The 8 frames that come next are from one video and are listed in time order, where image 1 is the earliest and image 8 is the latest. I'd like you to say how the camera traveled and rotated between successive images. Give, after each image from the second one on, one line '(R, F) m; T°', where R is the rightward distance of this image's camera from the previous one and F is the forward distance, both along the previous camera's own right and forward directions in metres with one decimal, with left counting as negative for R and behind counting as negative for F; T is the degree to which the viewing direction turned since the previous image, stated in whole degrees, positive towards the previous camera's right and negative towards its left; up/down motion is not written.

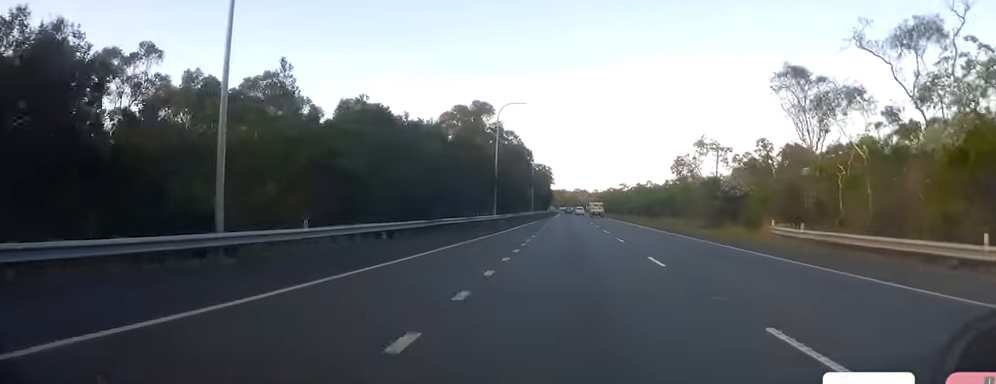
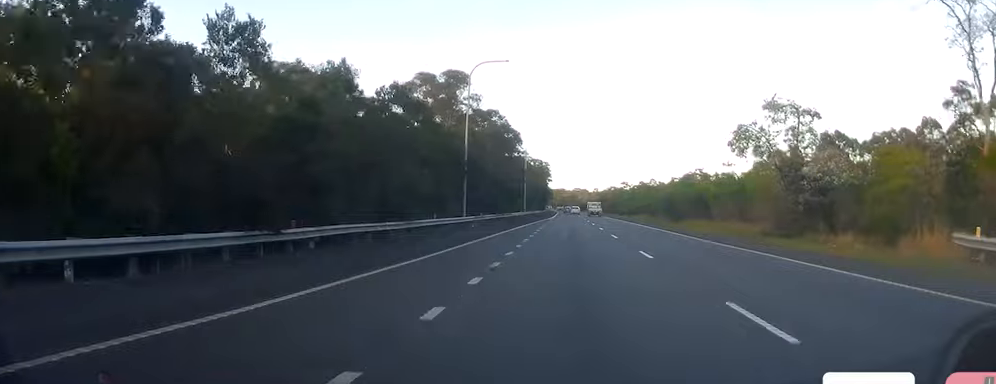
(-0.3, +21.8) m; -1°
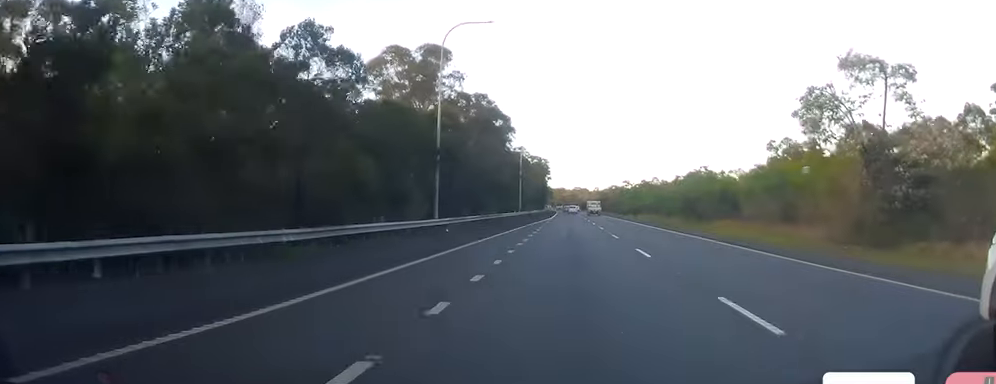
(-0.1, +11.4) m; 0°
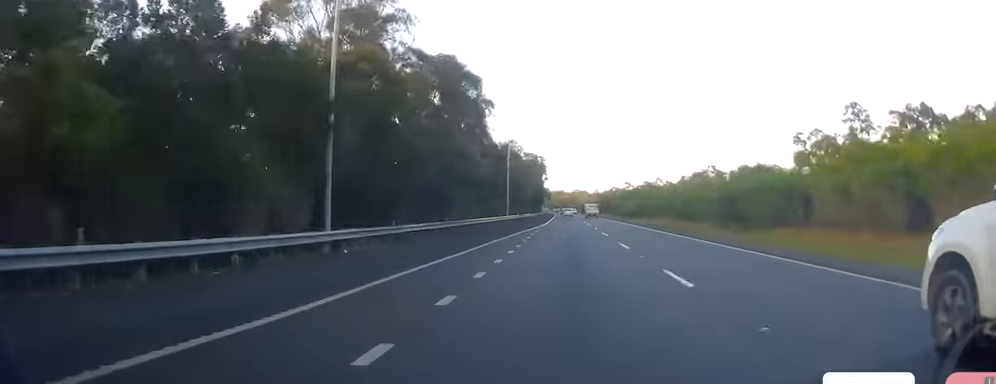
(0.0, +19.0) m; 0°
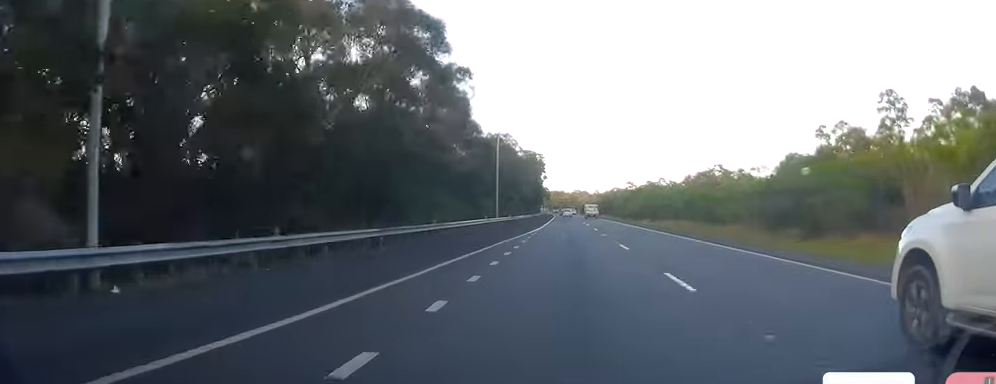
(0.0, +12.3) m; 0°
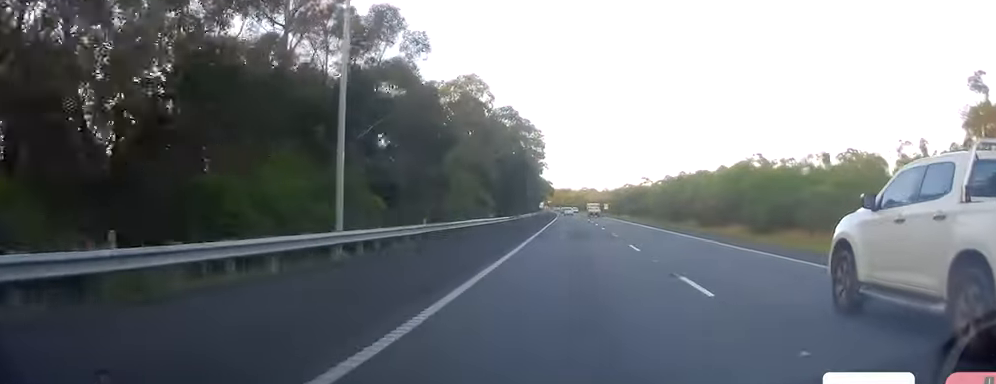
(+0.4, +48.6) m; 0°
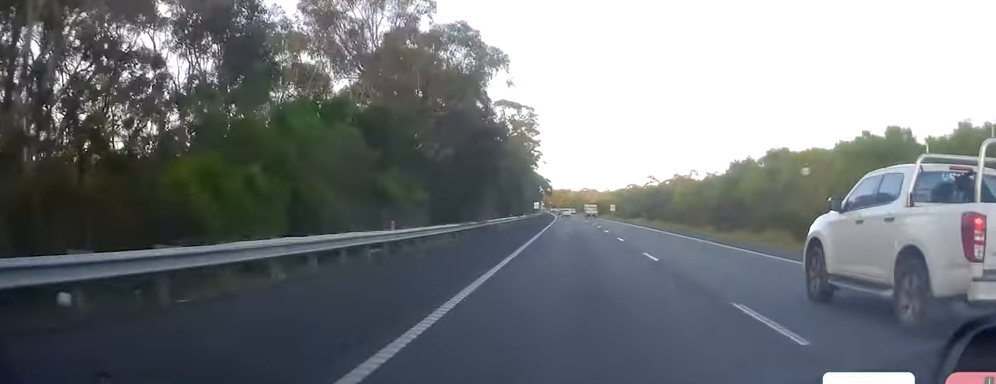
(-0.3, +27.7) m; 0°
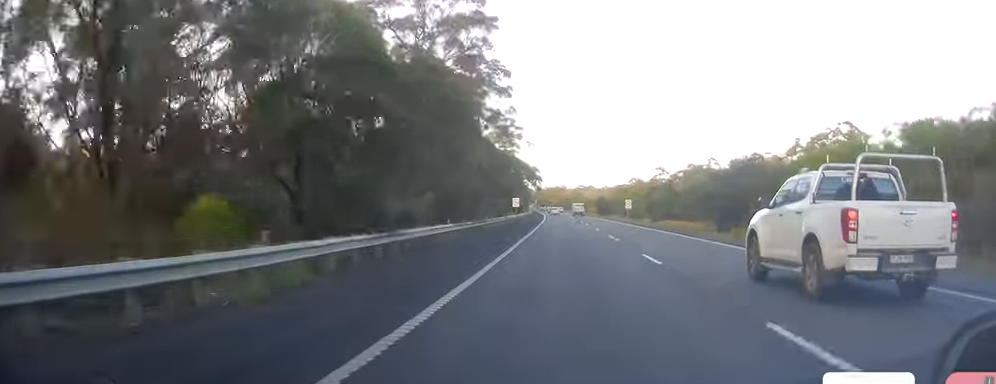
(+0.6, +49.4) m; 0°
